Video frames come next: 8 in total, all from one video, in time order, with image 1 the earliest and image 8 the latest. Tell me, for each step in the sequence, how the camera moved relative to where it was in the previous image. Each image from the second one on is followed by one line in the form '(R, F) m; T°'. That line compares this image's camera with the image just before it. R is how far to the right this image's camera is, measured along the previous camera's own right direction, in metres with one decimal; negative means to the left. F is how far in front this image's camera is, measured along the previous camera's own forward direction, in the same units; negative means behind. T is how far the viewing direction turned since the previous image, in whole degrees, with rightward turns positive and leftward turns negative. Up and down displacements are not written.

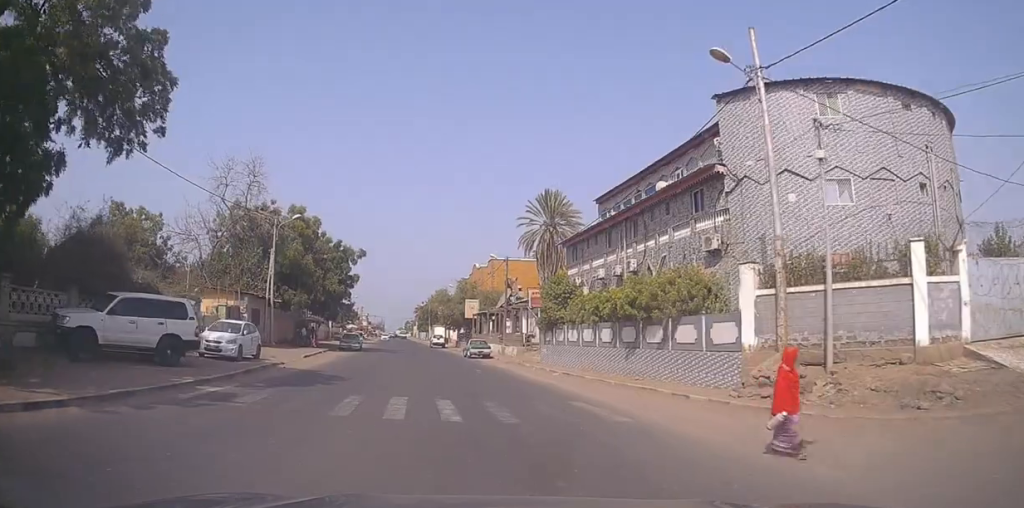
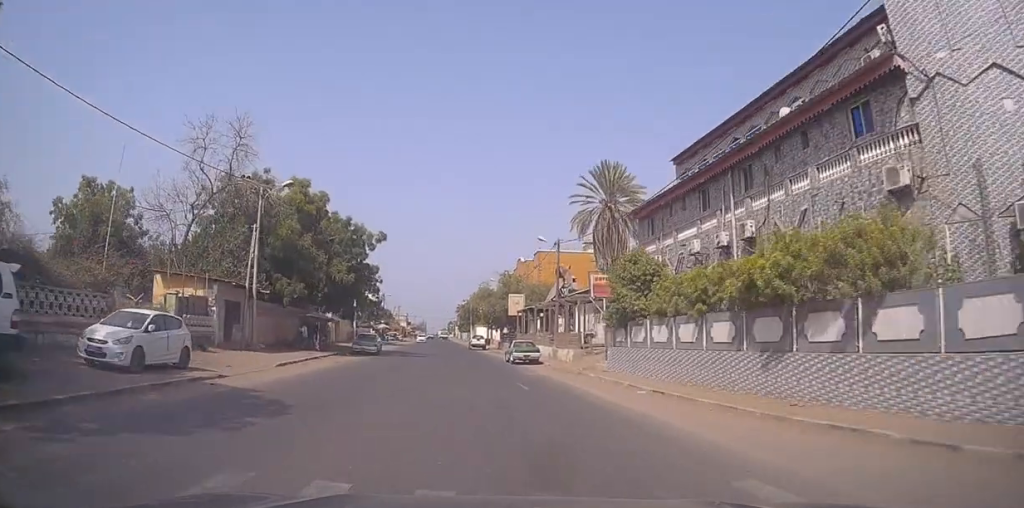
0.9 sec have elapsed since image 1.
(-0.4, +9.0) m; -4°
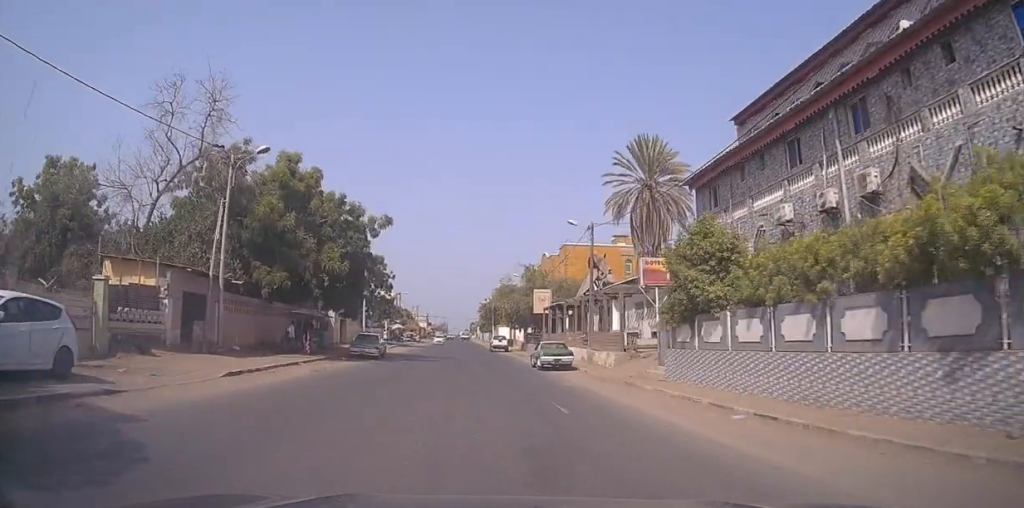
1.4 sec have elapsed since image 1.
(+0.1, +5.9) m; -2°
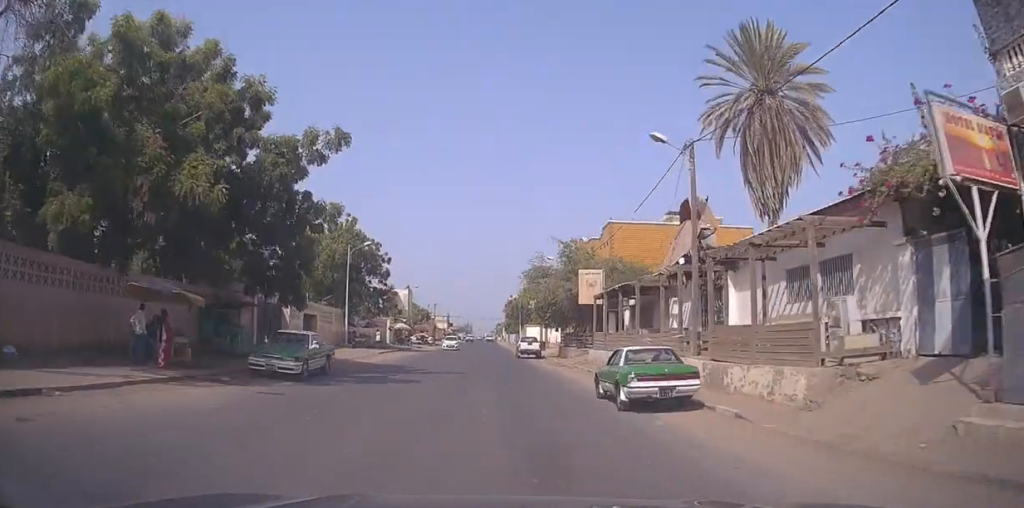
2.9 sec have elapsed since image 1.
(-0.8, +15.8) m; -5°
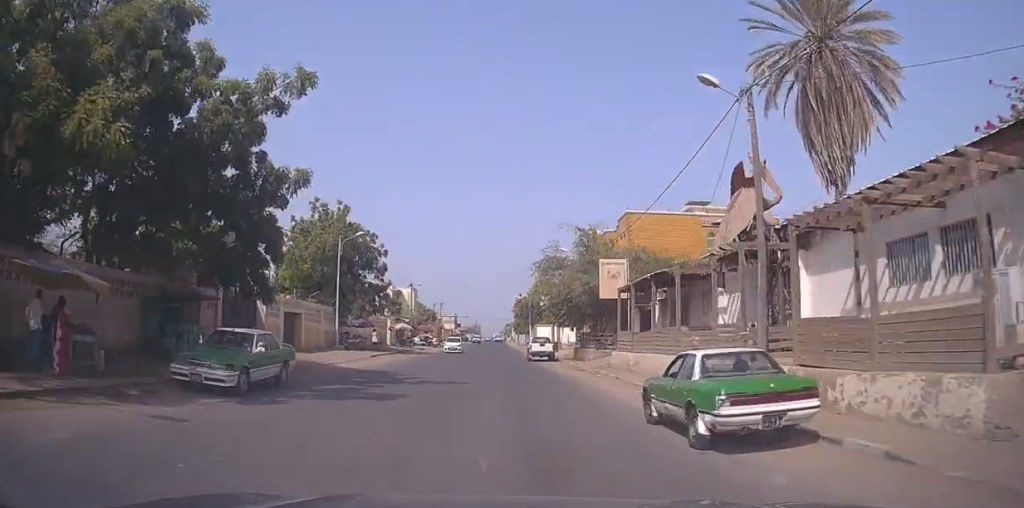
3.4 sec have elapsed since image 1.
(+0.1, +4.9) m; -2°
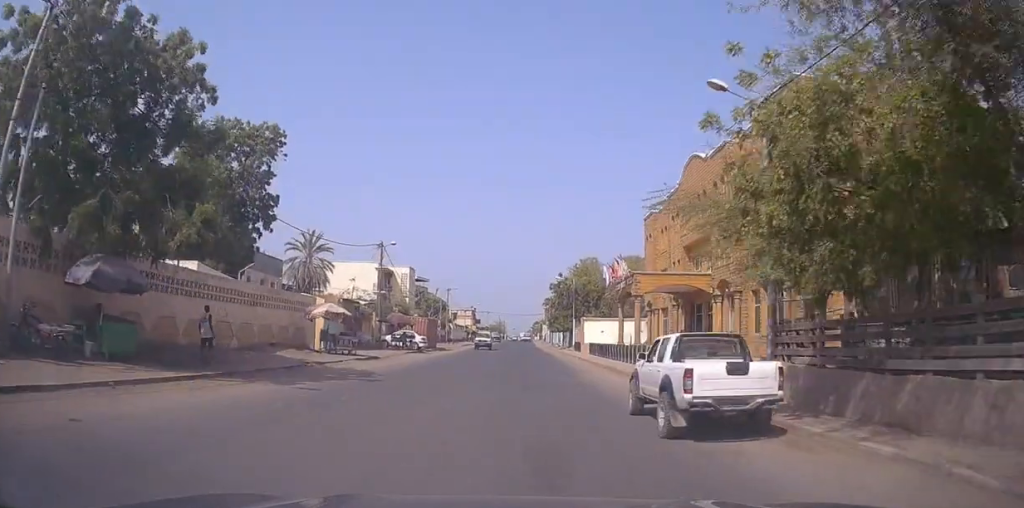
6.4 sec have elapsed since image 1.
(-0.6, +31.3) m; -3°
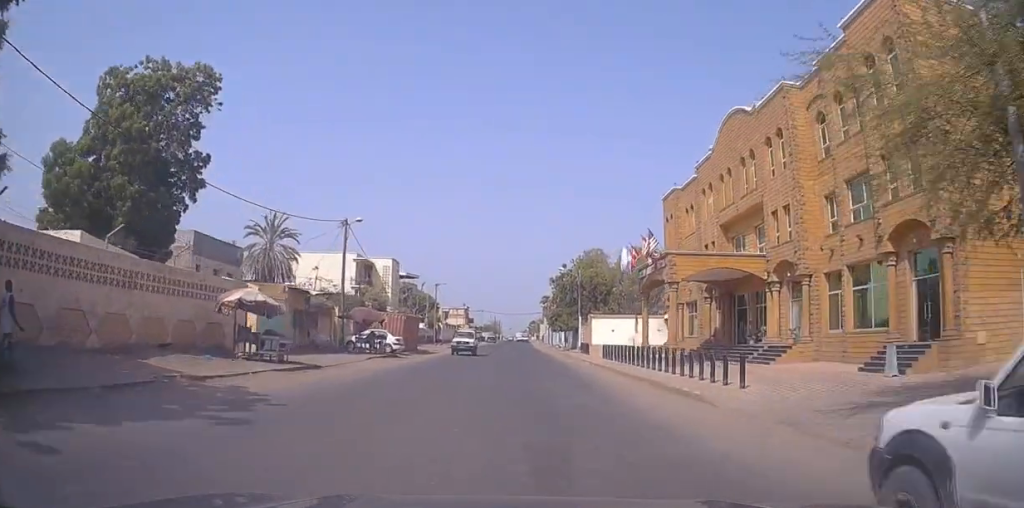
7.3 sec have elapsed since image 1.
(-0.1, +9.0) m; +2°
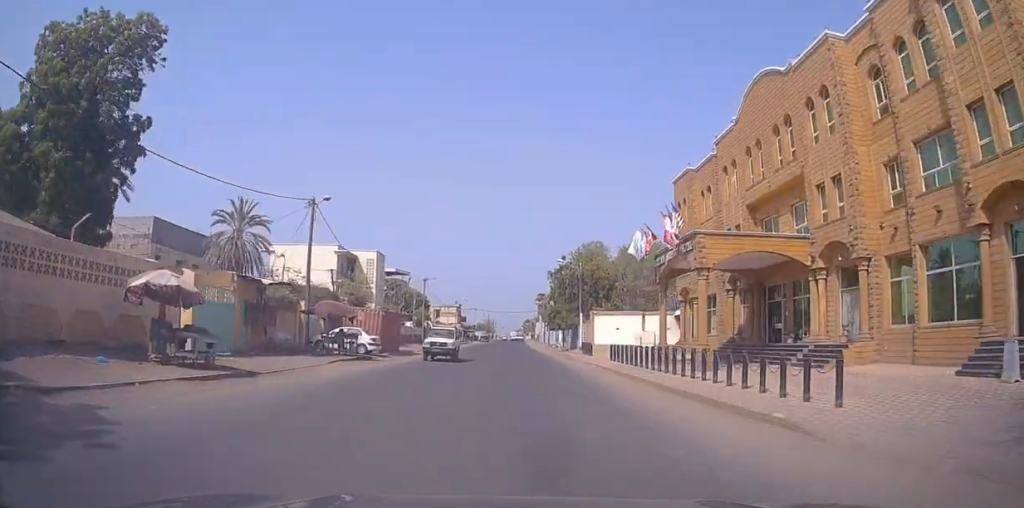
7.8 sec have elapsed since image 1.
(+0.2, +5.2) m; +1°
